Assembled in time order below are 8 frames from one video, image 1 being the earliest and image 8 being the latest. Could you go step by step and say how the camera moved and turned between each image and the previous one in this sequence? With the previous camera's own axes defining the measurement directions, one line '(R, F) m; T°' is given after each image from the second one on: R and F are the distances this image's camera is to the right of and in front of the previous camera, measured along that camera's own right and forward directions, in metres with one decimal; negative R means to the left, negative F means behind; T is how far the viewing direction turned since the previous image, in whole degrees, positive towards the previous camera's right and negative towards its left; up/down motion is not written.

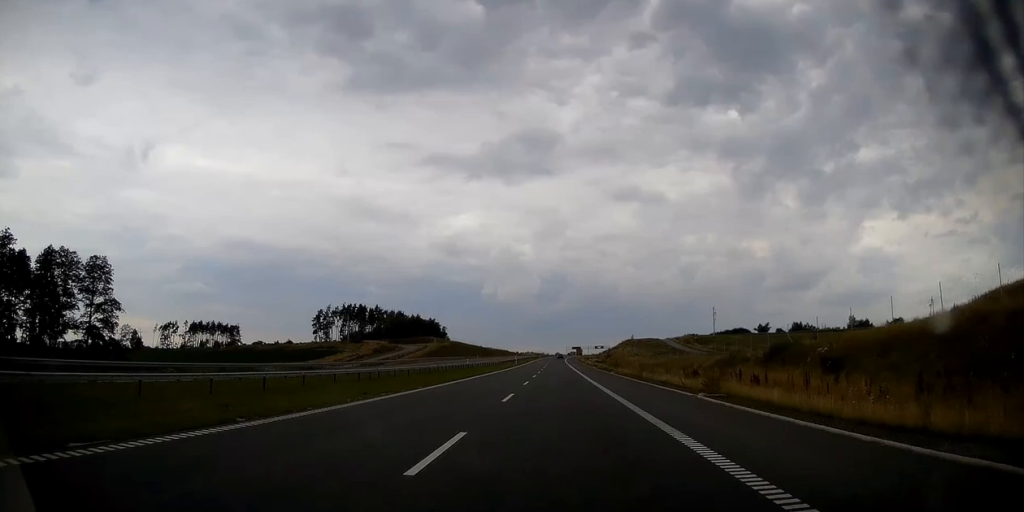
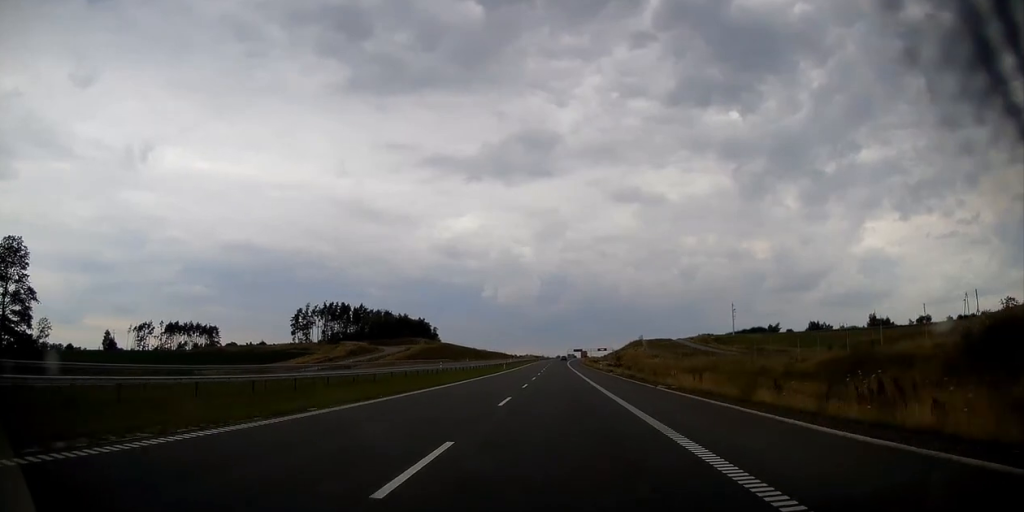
(0.0, +25.1) m; 0°
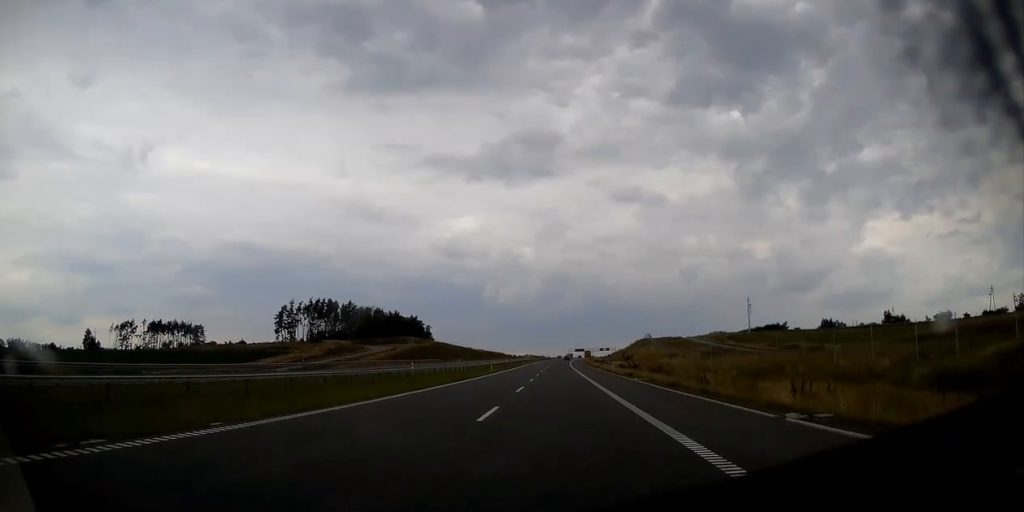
(0.0, +16.6) m; 0°
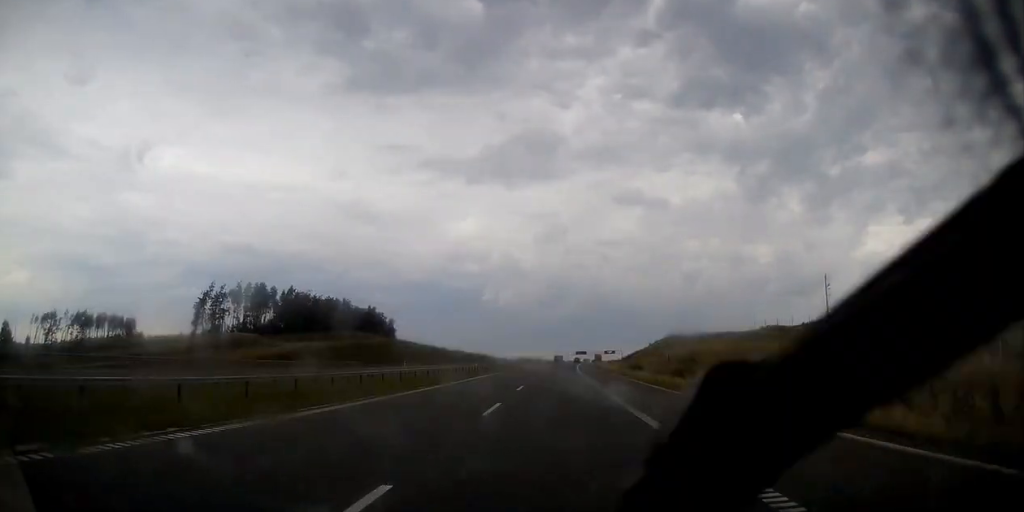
(-0.2, +58.7) m; 0°
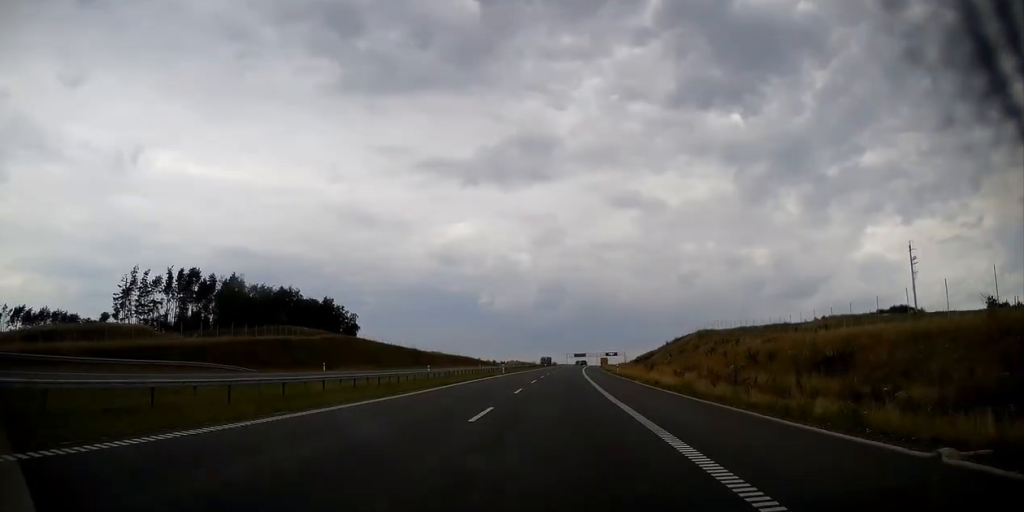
(+0.2, +37.1) m; 0°
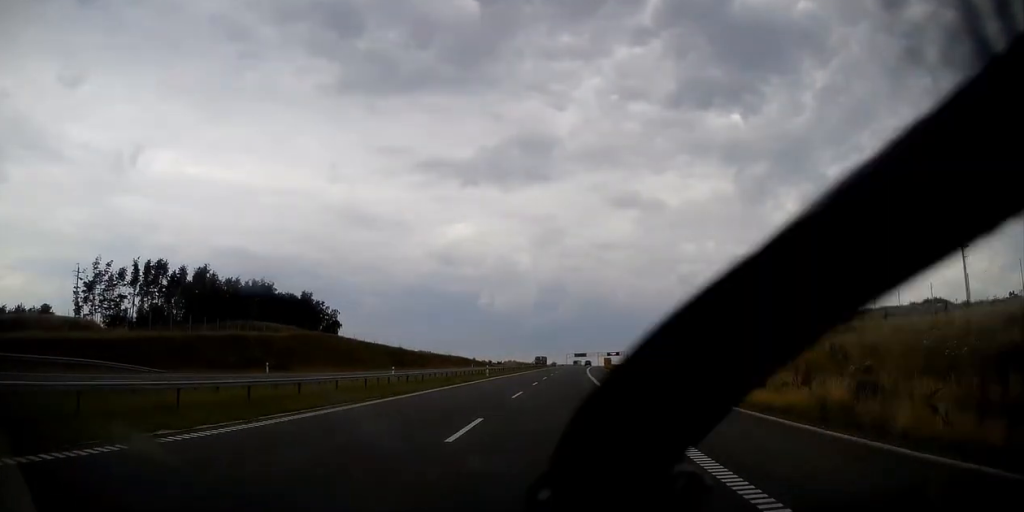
(+0.1, +15.0) m; 0°
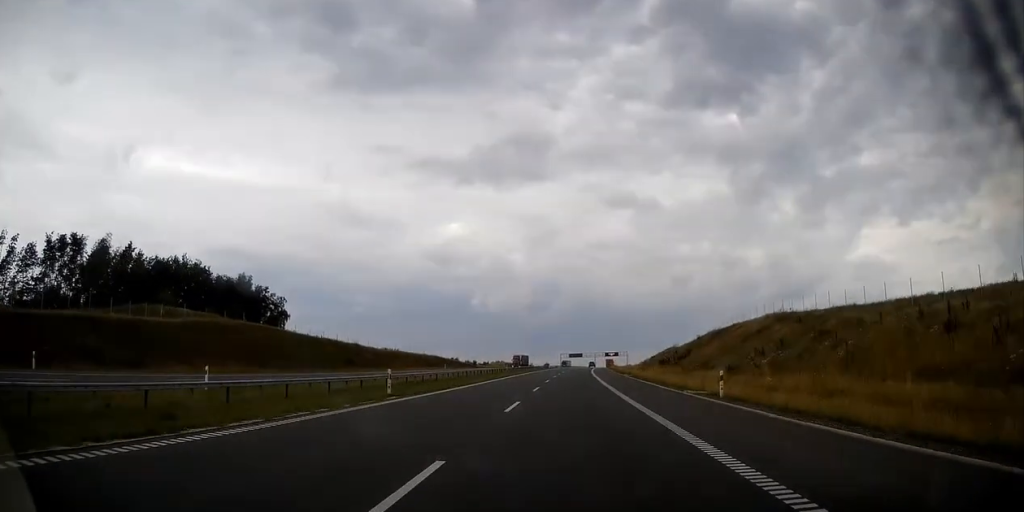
(0.0, +29.9) m; 0°
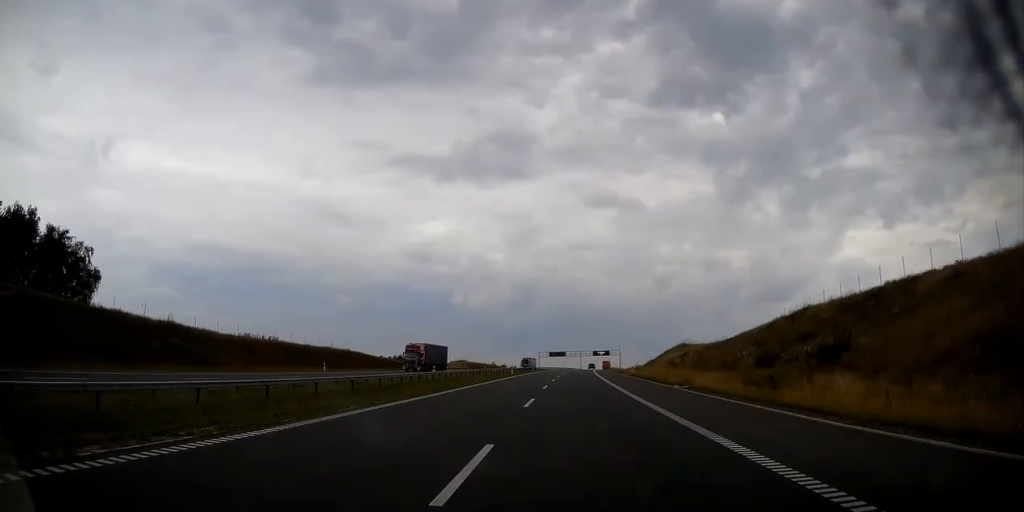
(+0.7, +58.3) m; +2°
